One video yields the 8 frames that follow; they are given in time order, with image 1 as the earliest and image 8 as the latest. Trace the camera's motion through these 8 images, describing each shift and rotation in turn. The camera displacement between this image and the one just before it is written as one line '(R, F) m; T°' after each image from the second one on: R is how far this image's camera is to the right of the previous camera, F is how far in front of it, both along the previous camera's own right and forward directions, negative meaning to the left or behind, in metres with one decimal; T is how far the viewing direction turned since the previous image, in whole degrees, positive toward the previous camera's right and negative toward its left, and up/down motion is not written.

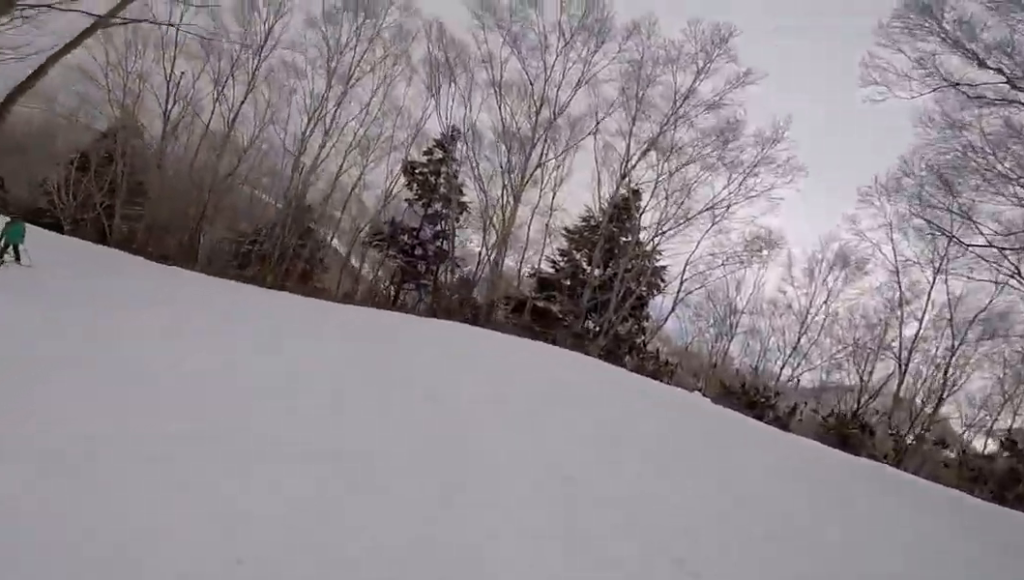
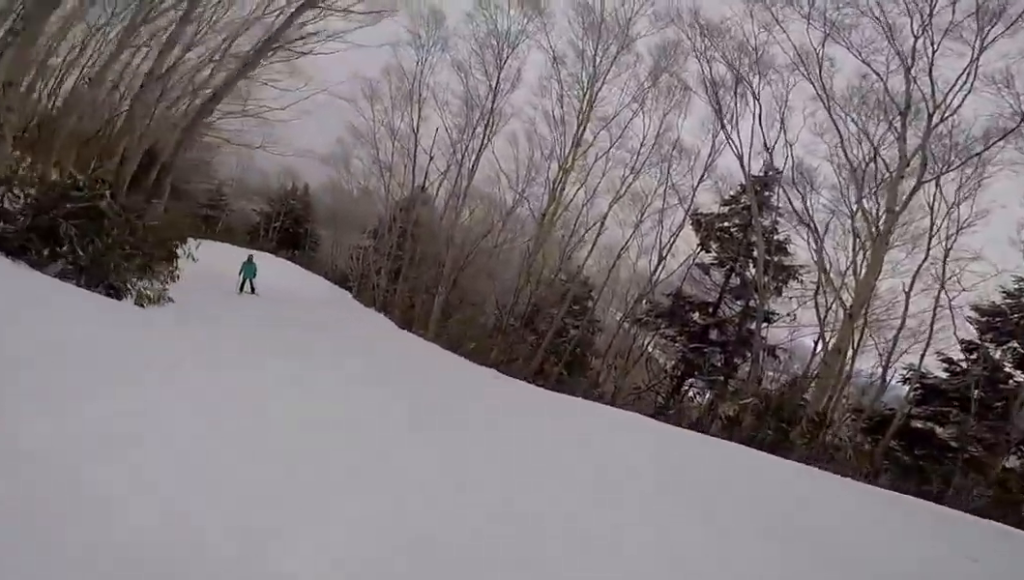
(-0.4, +4.0) m; -17°
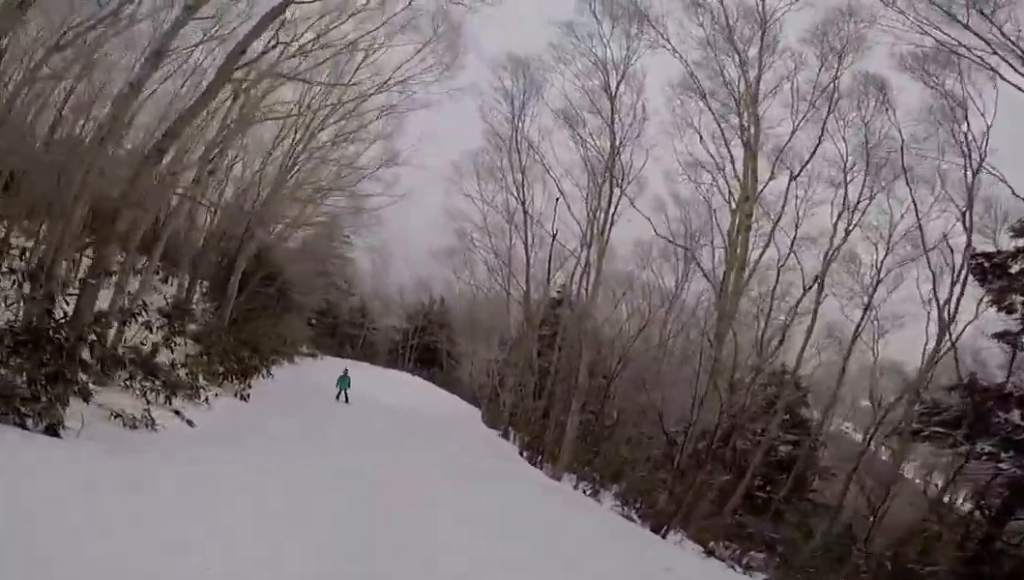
(-1.0, +4.7) m; -21°
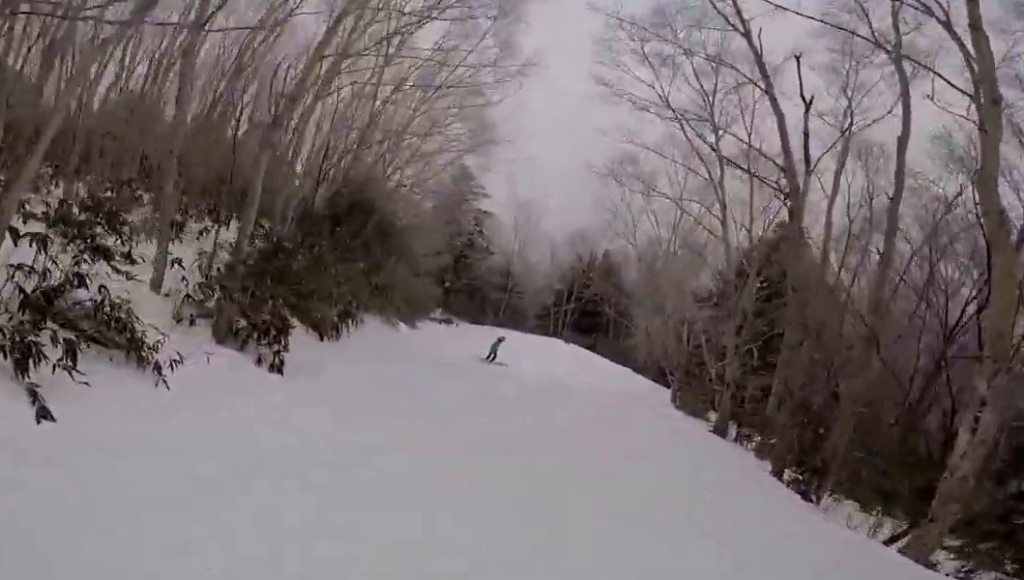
(-0.7, +6.0) m; +5°
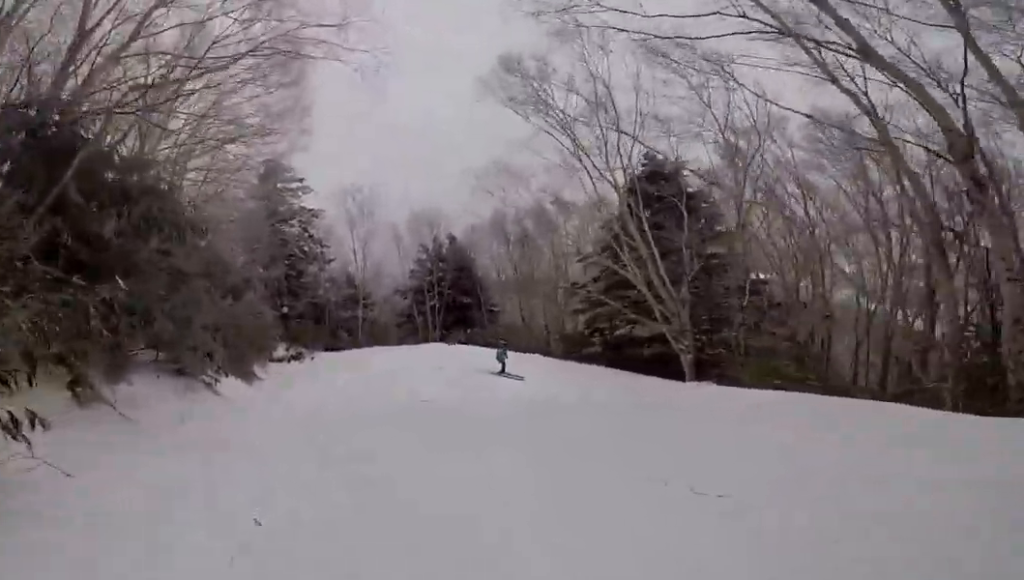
(+2.7, +7.2) m; +30°
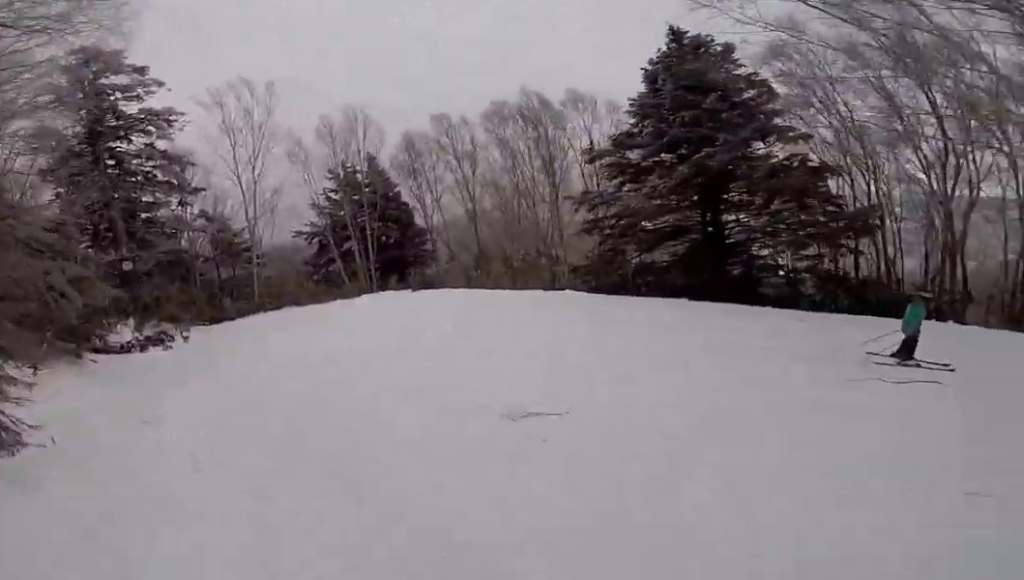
(+1.2, +6.4) m; +56°
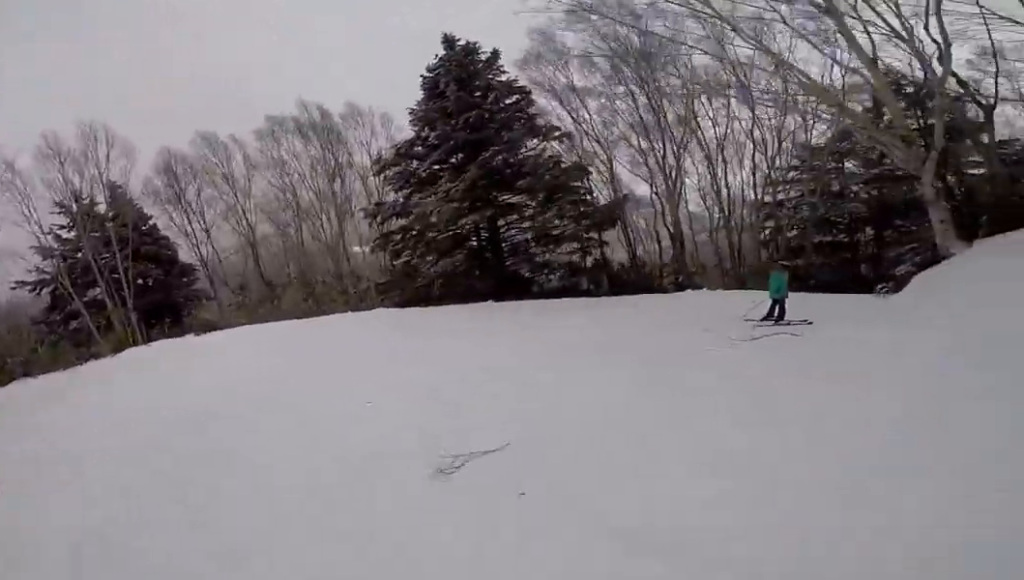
(+0.8, +0.9) m; +26°
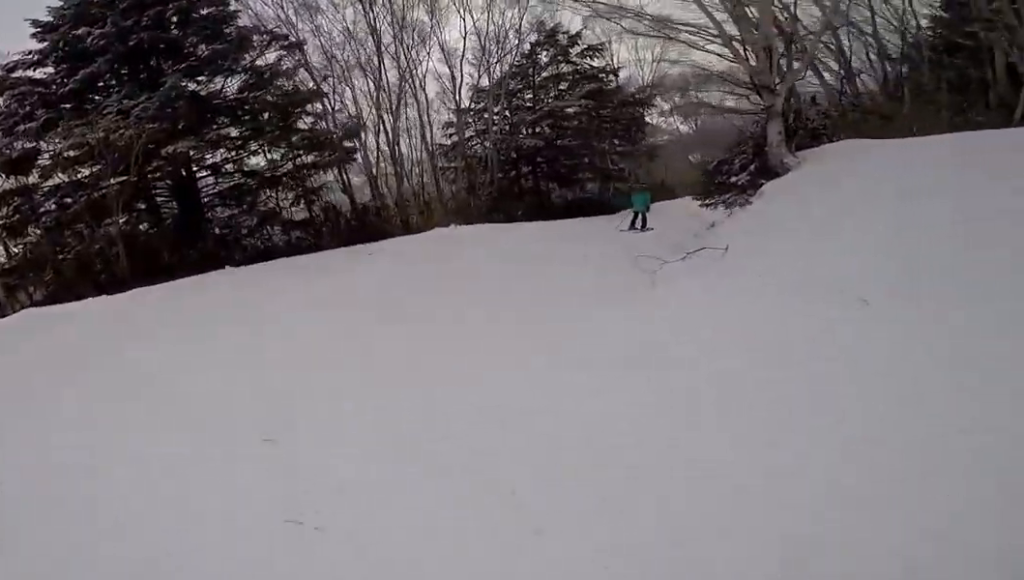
(+0.8, +3.5) m; +31°
